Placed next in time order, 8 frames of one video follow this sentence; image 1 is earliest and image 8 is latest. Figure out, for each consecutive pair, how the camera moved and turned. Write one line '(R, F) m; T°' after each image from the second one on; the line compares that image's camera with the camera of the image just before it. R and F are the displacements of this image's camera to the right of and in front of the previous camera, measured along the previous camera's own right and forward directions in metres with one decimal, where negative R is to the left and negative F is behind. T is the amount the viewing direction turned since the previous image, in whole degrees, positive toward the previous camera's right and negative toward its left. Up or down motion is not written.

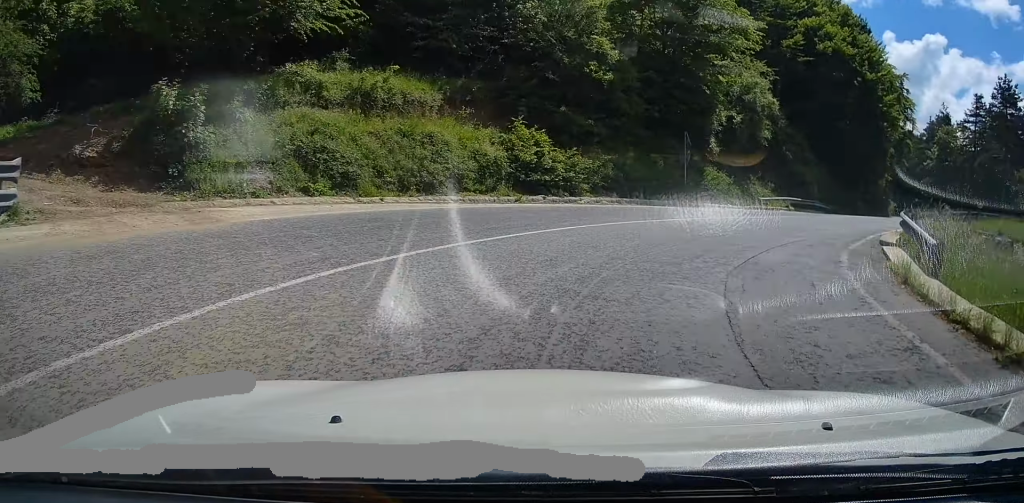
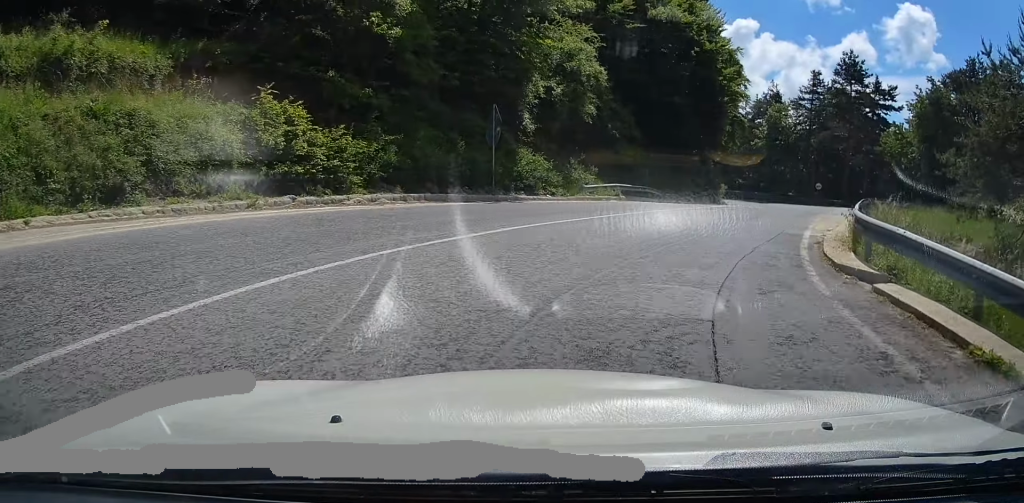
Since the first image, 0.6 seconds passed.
(-0.2, +6.4) m; +10°
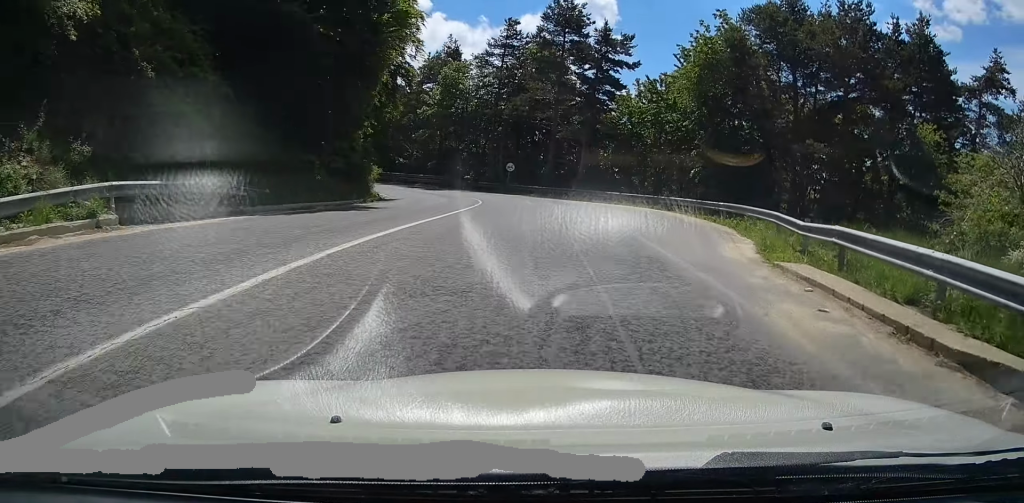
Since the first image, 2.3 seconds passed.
(+5.4, +18.0) m; +27°
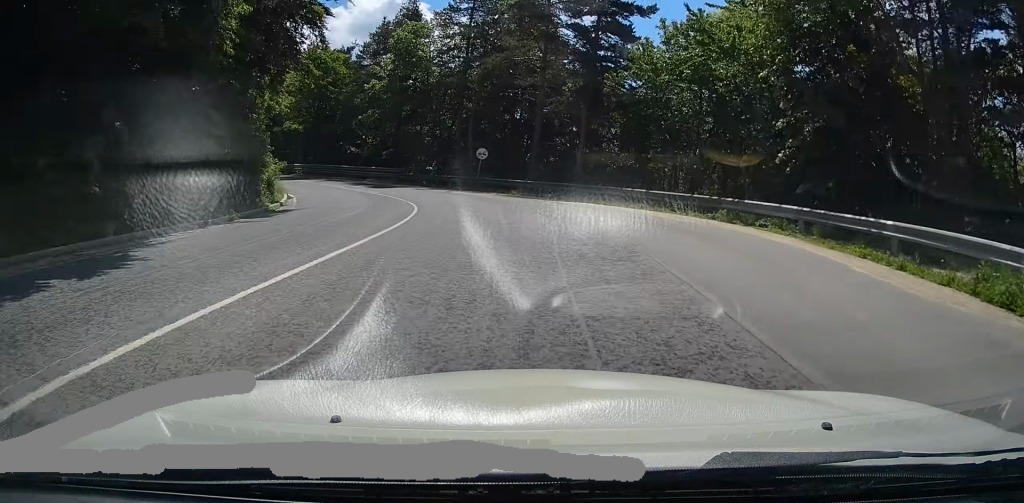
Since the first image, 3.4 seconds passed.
(+1.4, +13.6) m; +4°
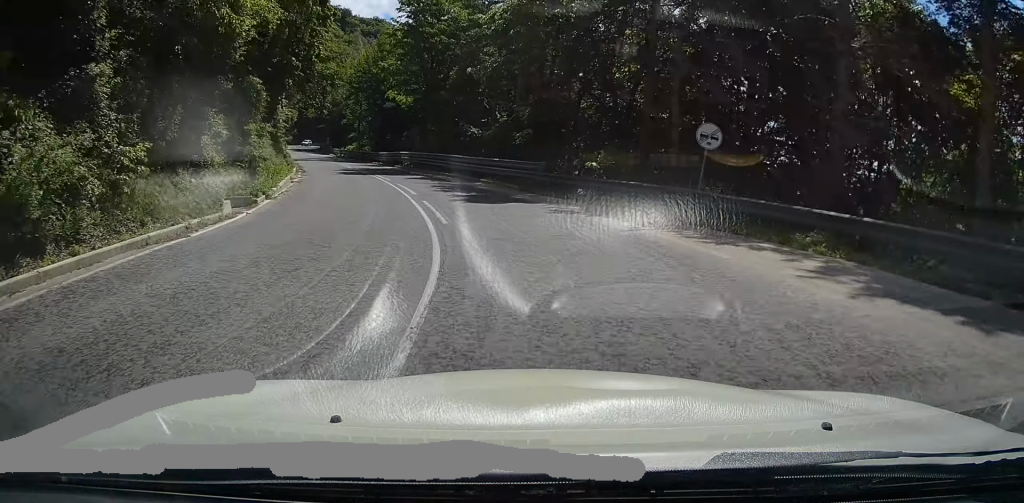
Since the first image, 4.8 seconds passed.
(-1.6, +22.1) m; -11°
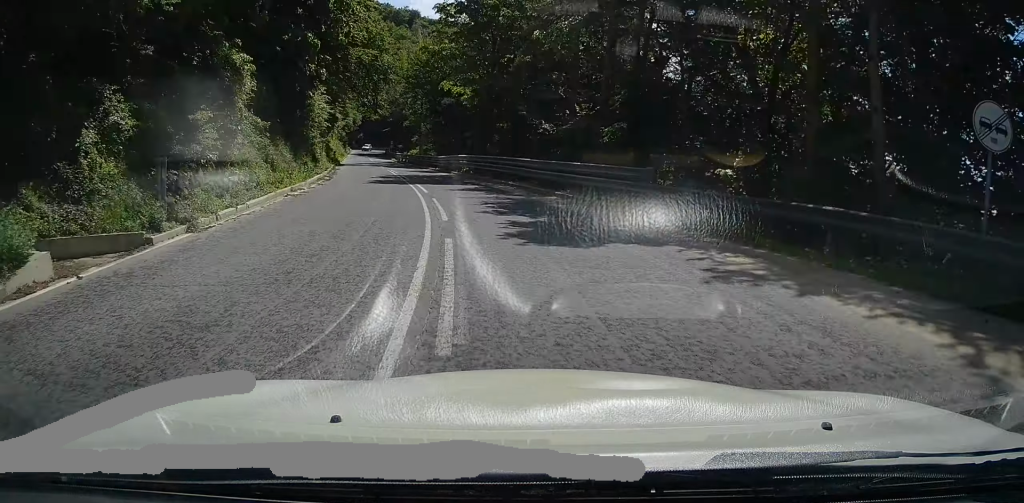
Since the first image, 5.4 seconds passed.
(-0.5, +9.2) m; -2°
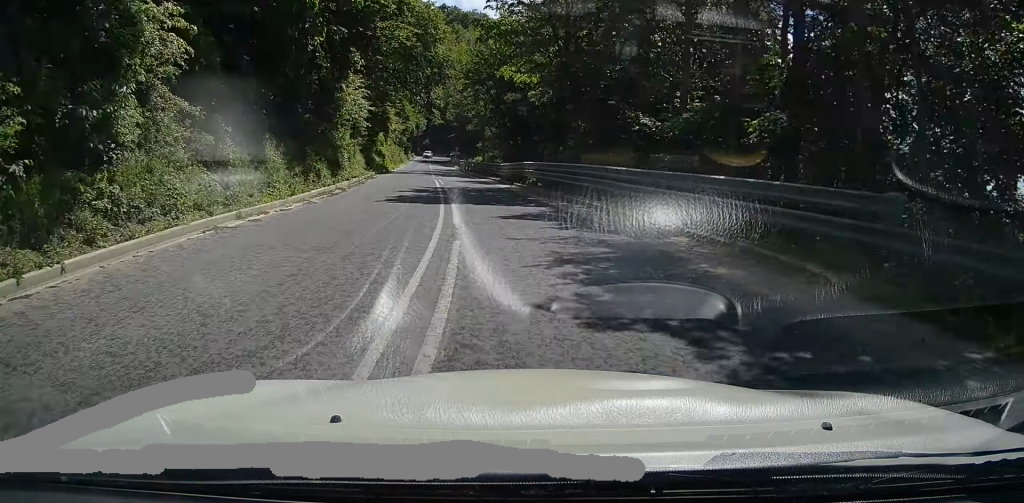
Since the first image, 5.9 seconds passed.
(-0.2, +9.3) m; -2°
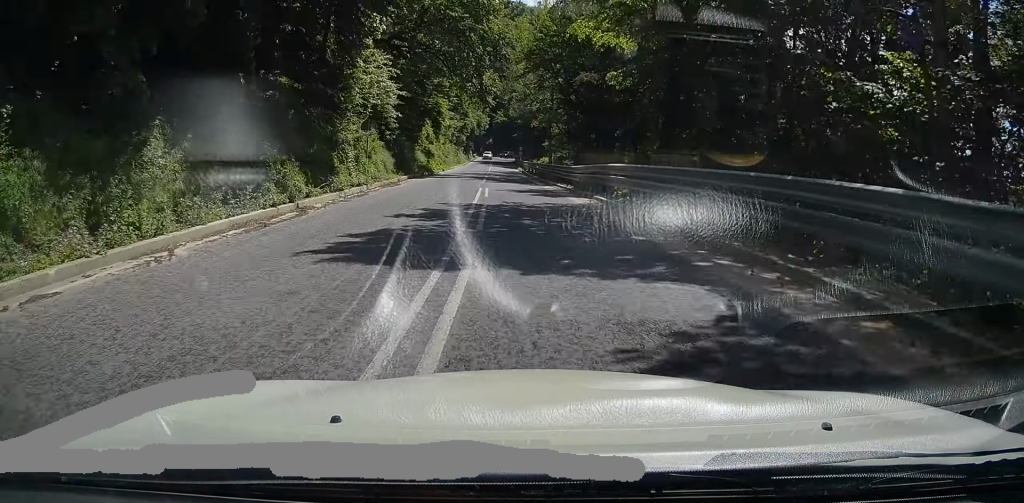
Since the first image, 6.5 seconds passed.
(0.0, +10.7) m; -3°
